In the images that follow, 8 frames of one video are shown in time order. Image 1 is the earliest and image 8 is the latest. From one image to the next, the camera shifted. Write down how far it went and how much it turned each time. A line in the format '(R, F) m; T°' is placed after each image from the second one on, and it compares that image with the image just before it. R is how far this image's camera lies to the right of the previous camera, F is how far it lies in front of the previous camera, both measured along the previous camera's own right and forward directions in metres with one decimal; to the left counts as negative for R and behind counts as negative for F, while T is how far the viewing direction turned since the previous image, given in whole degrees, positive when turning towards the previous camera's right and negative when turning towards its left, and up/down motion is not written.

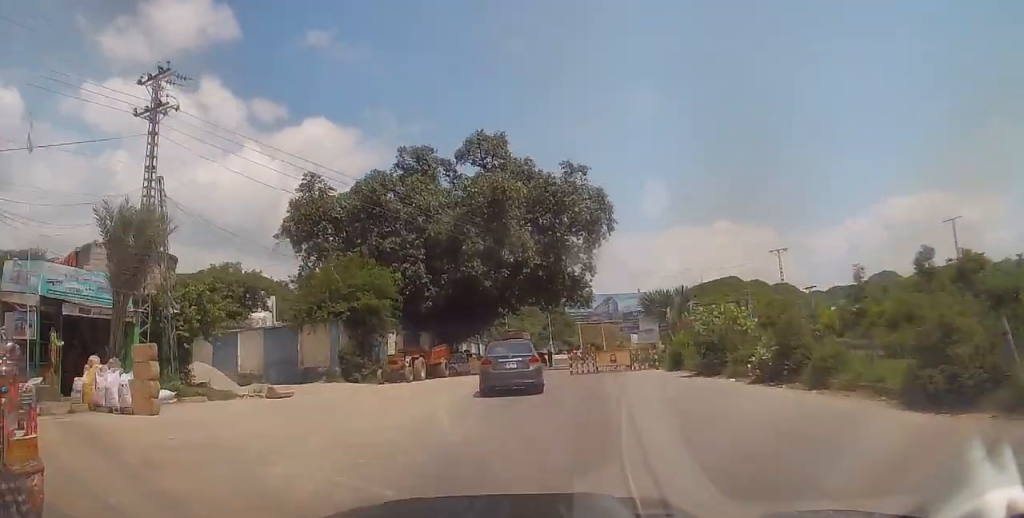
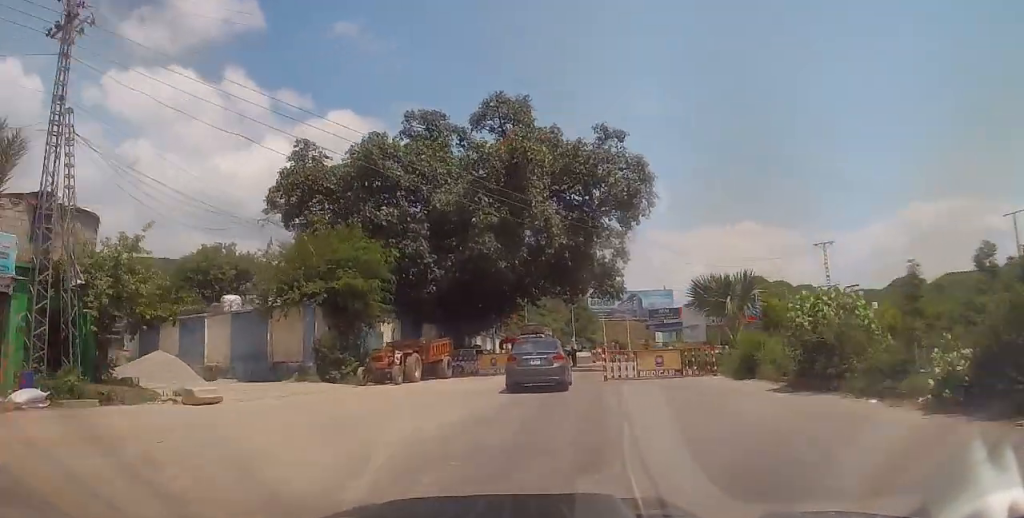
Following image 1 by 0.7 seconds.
(-0.1, +6.7) m; -1°
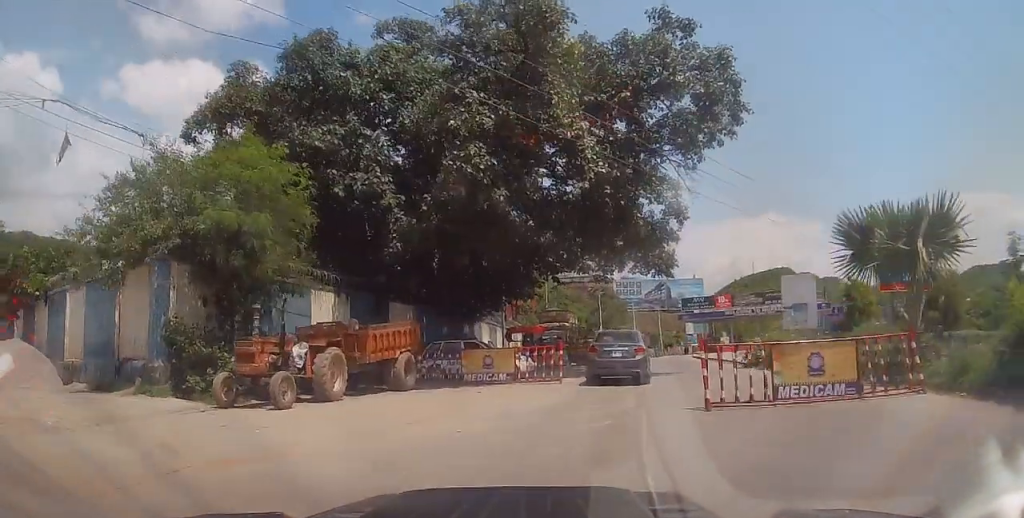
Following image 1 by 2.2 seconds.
(0.0, +11.9) m; +2°
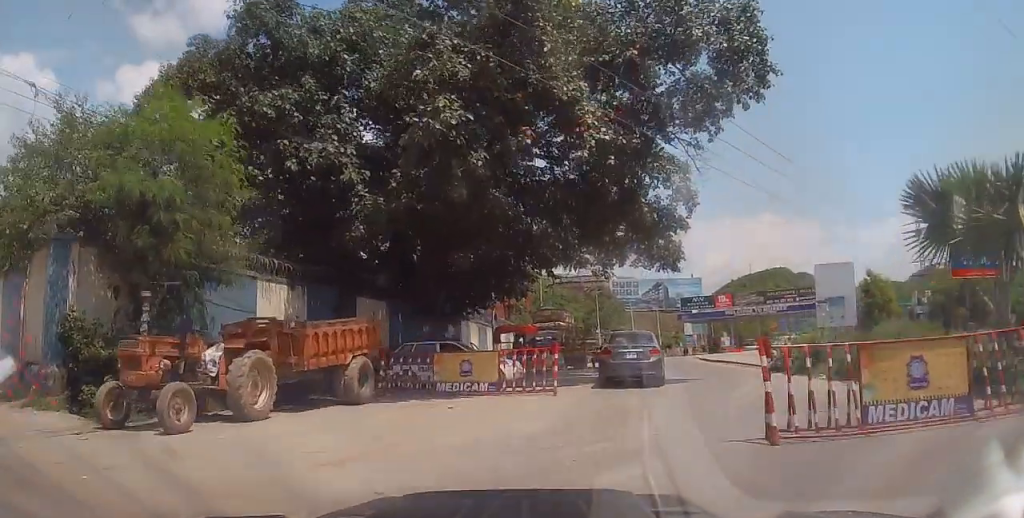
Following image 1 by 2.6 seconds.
(0.0, +3.5) m; +1°
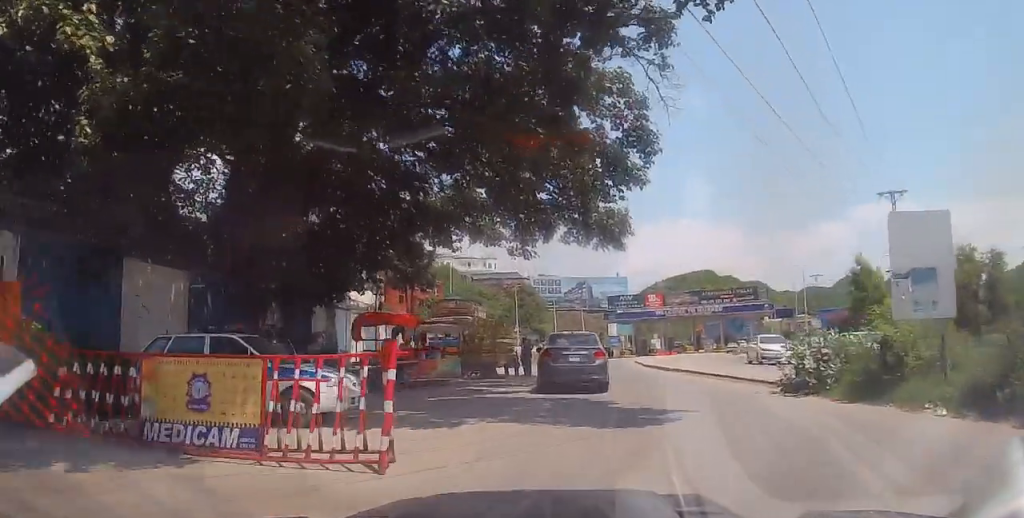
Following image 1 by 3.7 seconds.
(+0.2, +8.5) m; +6°
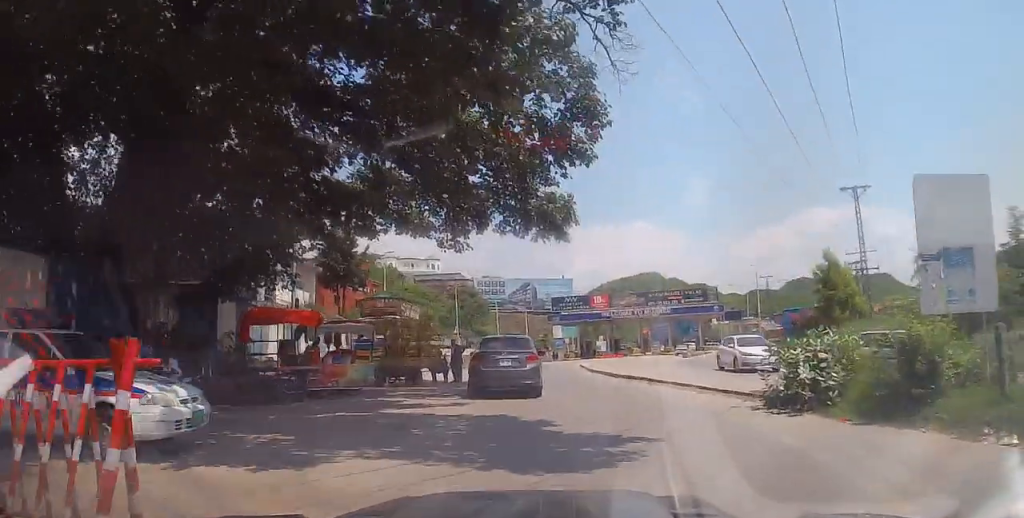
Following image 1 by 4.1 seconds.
(+0.2, +2.9) m; +3°
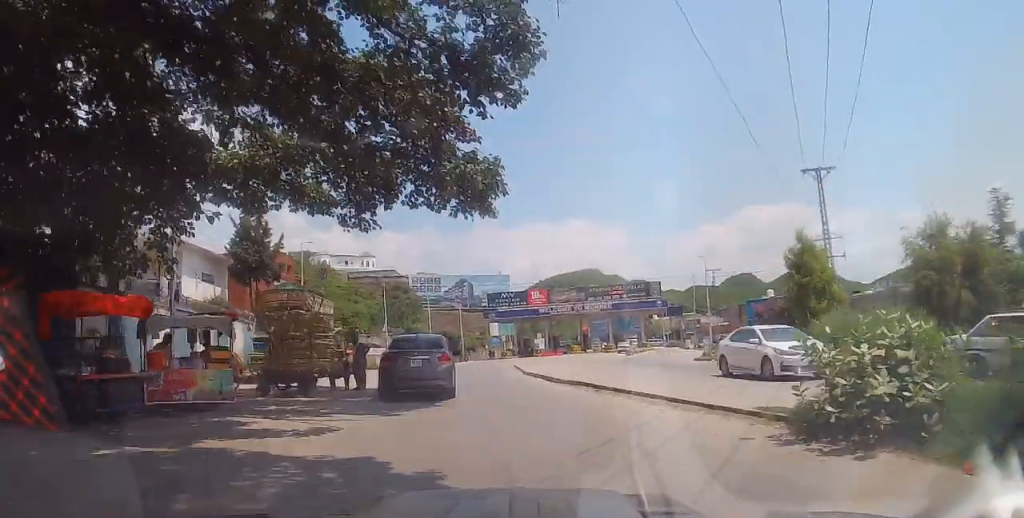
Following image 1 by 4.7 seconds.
(+0.2, +4.4) m; +4°
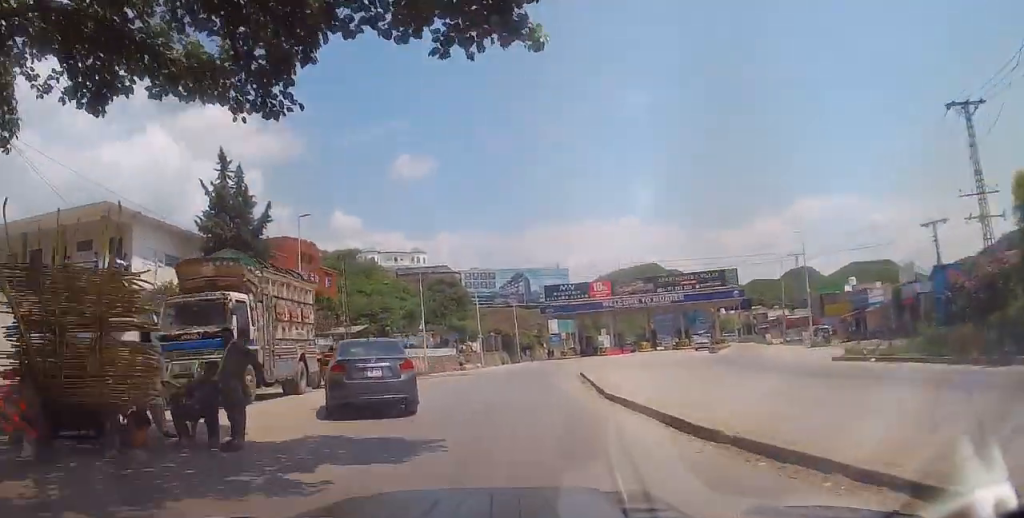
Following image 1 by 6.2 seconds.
(-0.3, +10.9) m; -6°
